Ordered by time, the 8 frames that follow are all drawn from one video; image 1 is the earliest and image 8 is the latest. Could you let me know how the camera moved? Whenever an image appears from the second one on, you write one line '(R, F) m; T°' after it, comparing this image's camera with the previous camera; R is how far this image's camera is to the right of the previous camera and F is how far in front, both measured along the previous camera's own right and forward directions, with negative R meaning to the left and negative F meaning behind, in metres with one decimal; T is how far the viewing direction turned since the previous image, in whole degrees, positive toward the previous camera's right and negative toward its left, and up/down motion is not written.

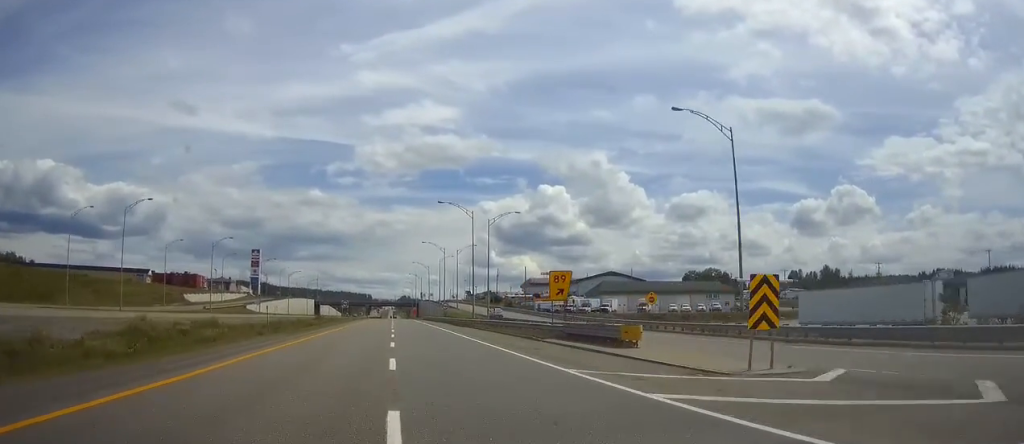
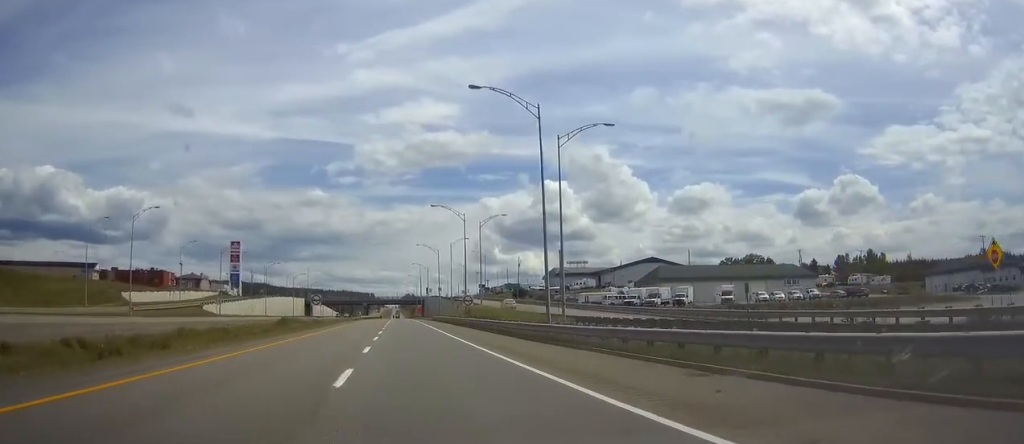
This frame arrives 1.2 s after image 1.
(0.0, +38.9) m; 0°
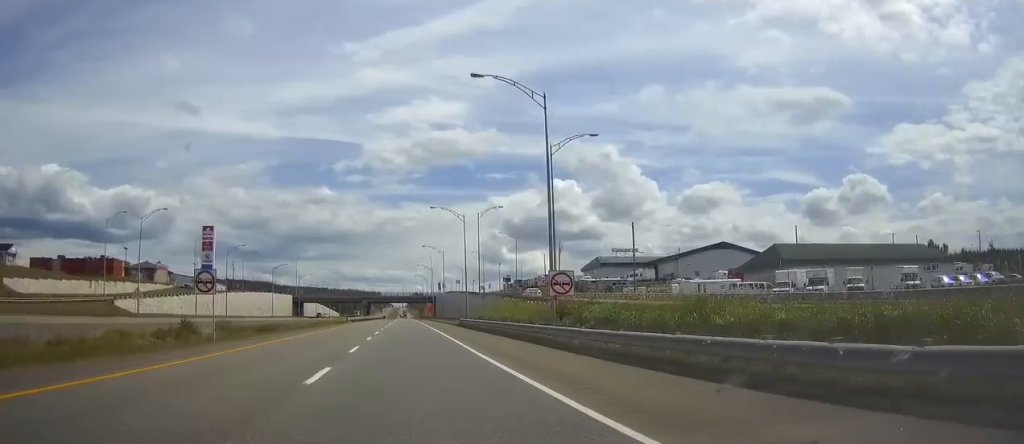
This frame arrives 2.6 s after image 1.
(0.0, +44.0) m; 0°
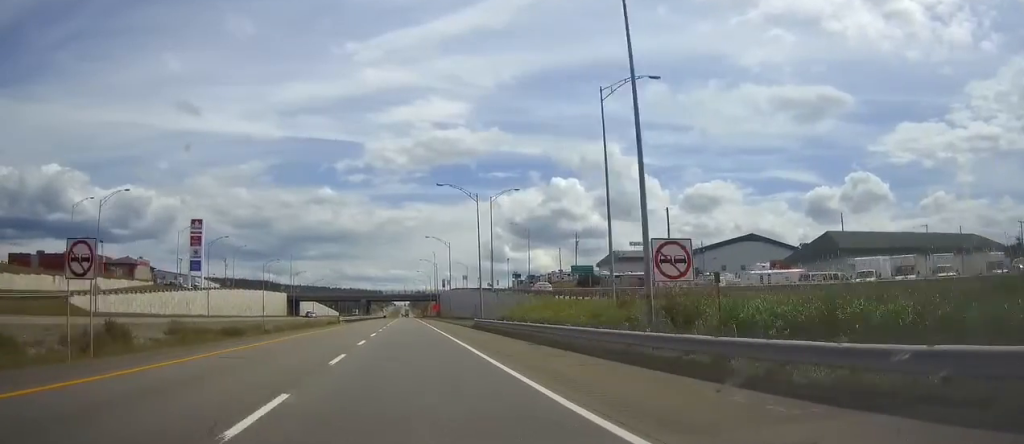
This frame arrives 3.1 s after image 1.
(0.0, +13.6) m; 0°
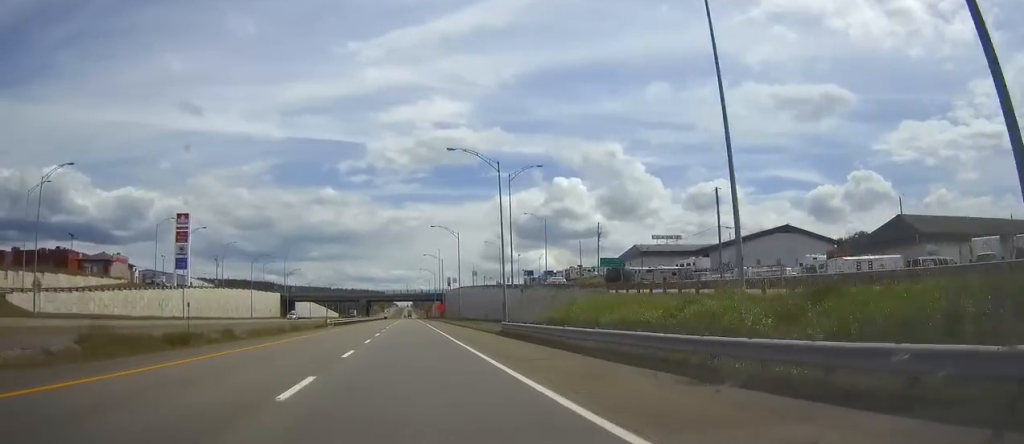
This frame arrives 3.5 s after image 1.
(0.0, +14.6) m; 0°
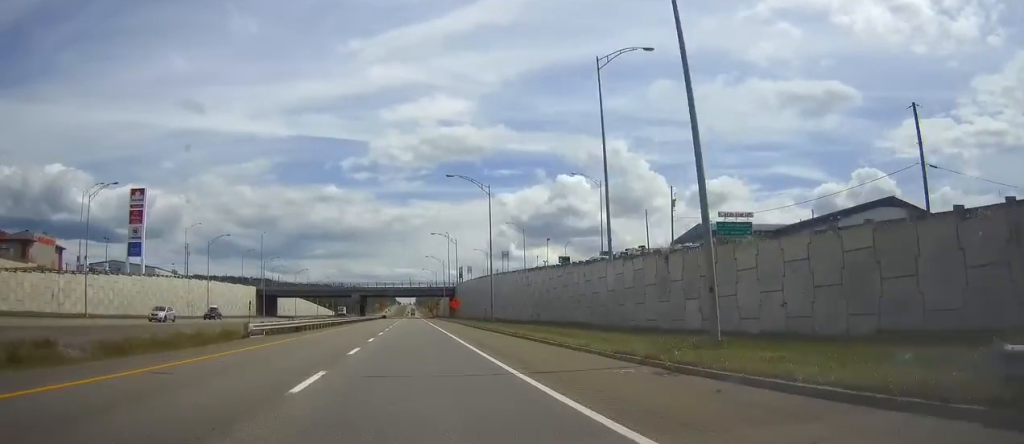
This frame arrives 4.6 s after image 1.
(0.0, +34.4) m; 0°
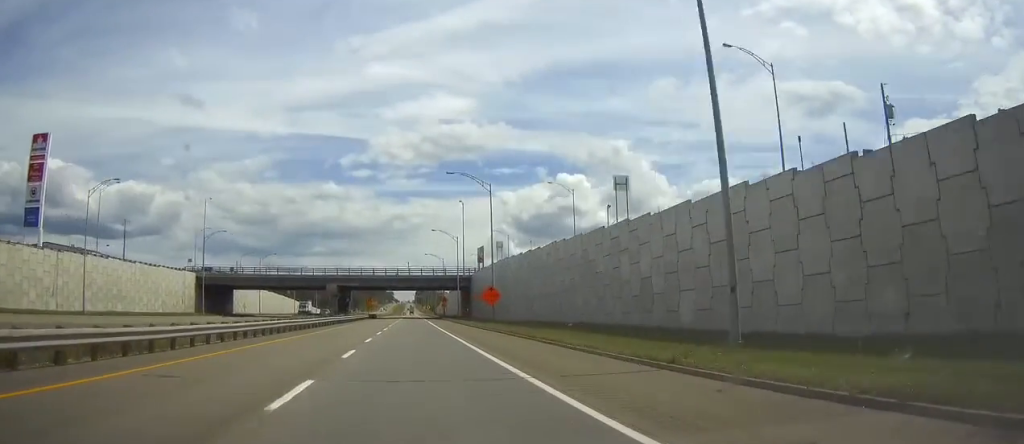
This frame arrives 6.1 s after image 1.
(-0.2, +45.8) m; 0°
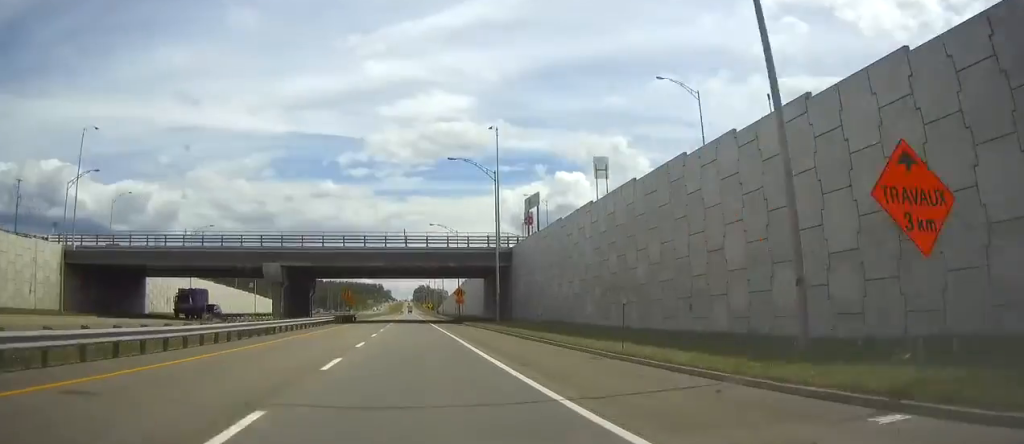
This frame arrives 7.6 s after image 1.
(+0.1, +48.0) m; 0°
